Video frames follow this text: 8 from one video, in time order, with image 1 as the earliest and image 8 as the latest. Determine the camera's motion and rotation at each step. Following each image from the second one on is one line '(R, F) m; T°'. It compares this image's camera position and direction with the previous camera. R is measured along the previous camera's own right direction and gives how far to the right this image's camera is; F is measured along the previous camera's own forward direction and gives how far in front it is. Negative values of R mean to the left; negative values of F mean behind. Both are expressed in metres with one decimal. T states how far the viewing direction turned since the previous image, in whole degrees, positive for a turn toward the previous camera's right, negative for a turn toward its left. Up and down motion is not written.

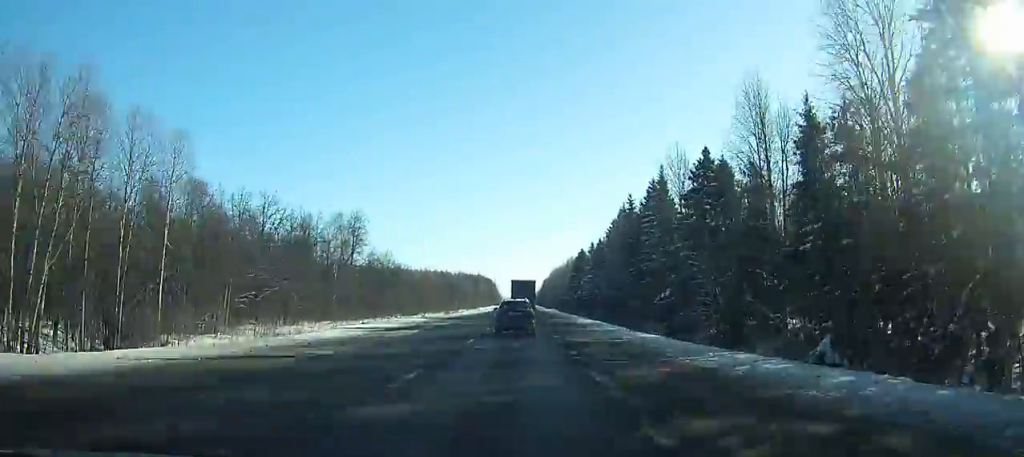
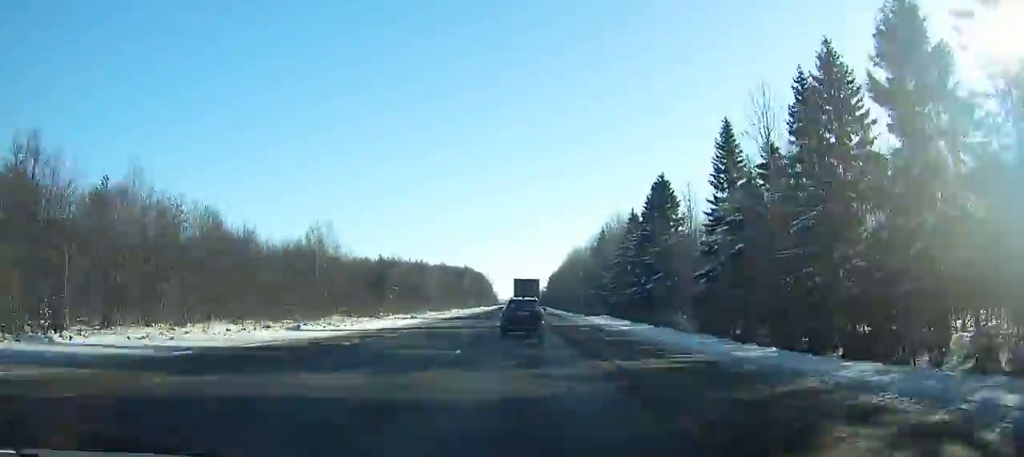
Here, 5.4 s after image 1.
(+0.7, +113.8) m; +1°
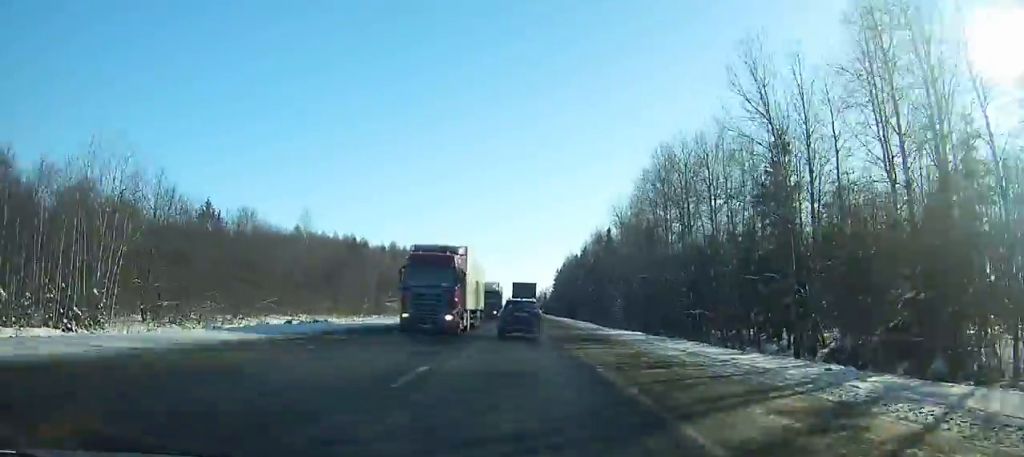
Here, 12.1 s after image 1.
(-0.3, +139.0) m; 0°
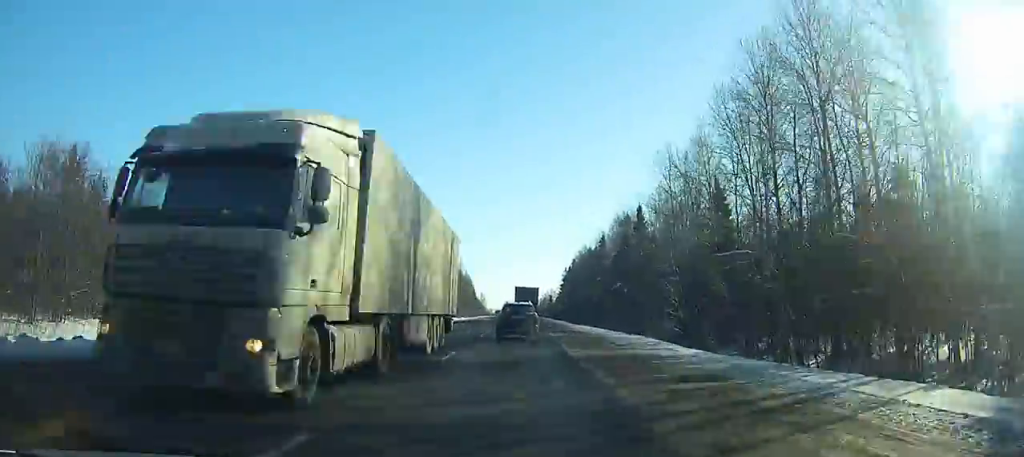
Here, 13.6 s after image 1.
(+0.1, +30.8) m; 0°
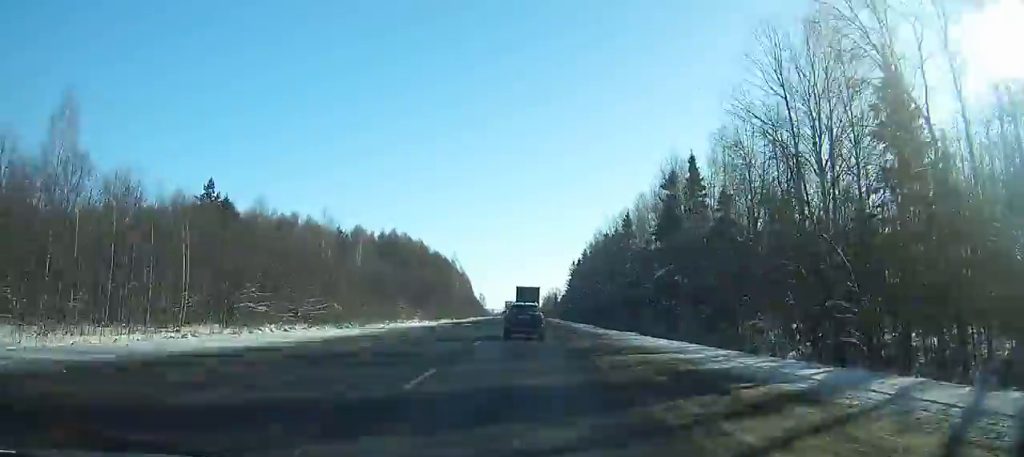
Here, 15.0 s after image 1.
(-0.1, +28.7) m; 0°
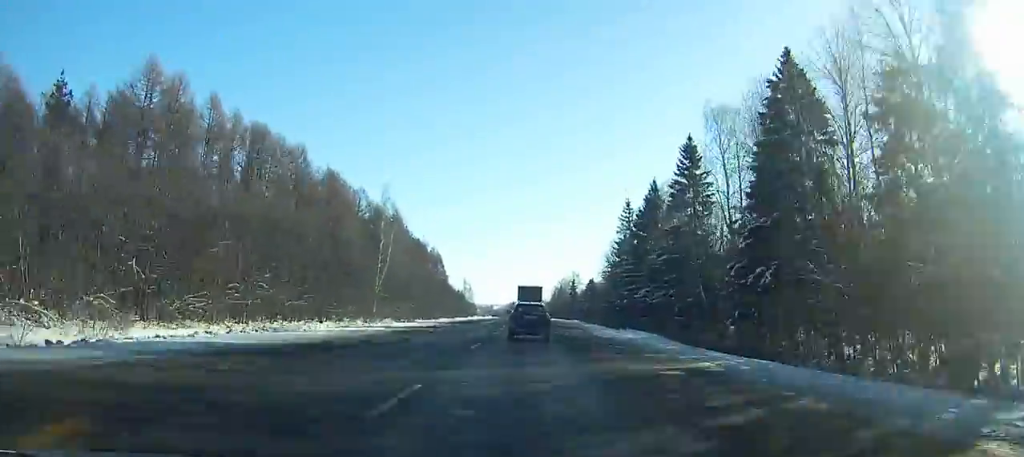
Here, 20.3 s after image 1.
(-0.2, +108.8) m; 0°
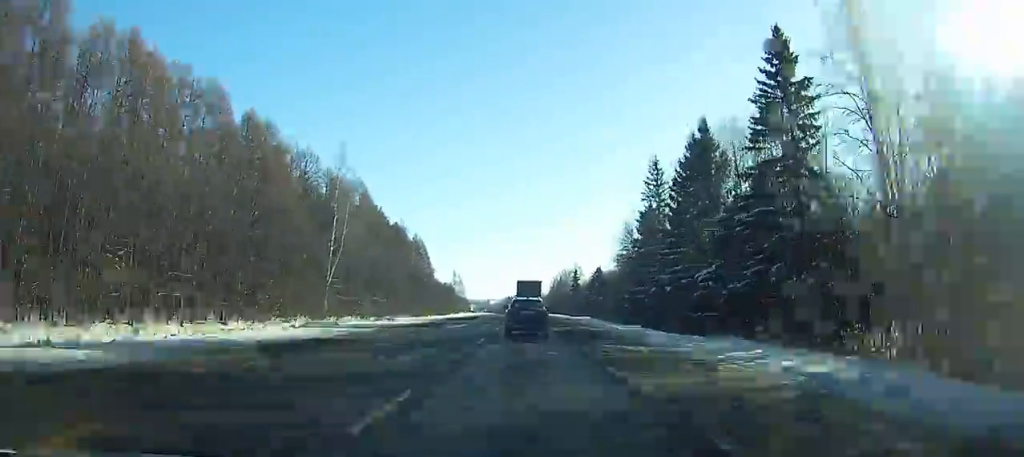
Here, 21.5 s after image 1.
(0.0, +24.6) m; 0°
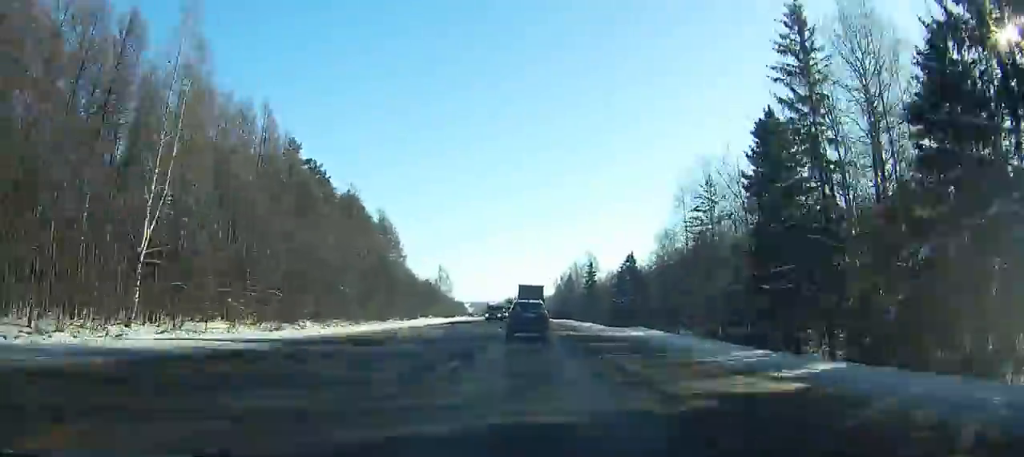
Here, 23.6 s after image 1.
(-0.1, +42.7) m; 0°
